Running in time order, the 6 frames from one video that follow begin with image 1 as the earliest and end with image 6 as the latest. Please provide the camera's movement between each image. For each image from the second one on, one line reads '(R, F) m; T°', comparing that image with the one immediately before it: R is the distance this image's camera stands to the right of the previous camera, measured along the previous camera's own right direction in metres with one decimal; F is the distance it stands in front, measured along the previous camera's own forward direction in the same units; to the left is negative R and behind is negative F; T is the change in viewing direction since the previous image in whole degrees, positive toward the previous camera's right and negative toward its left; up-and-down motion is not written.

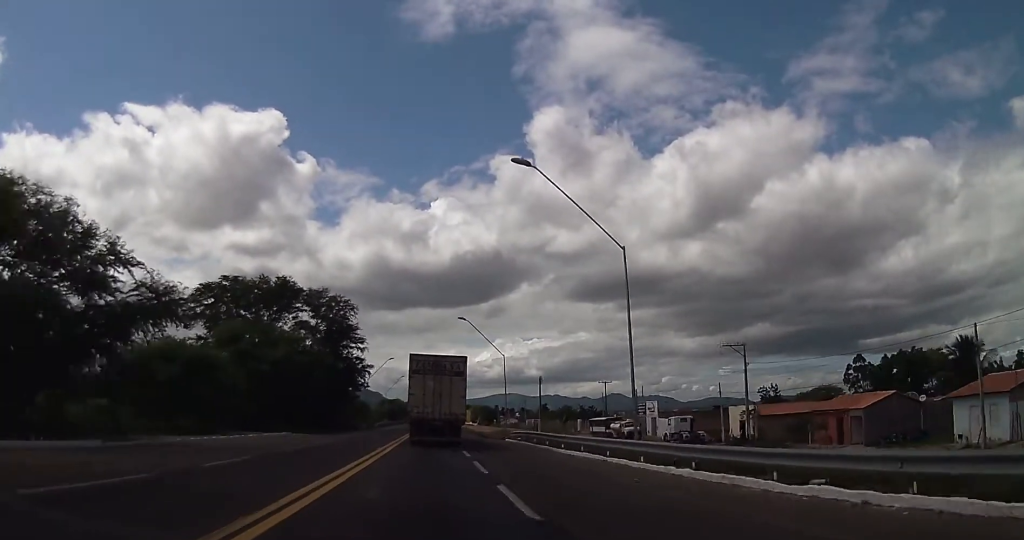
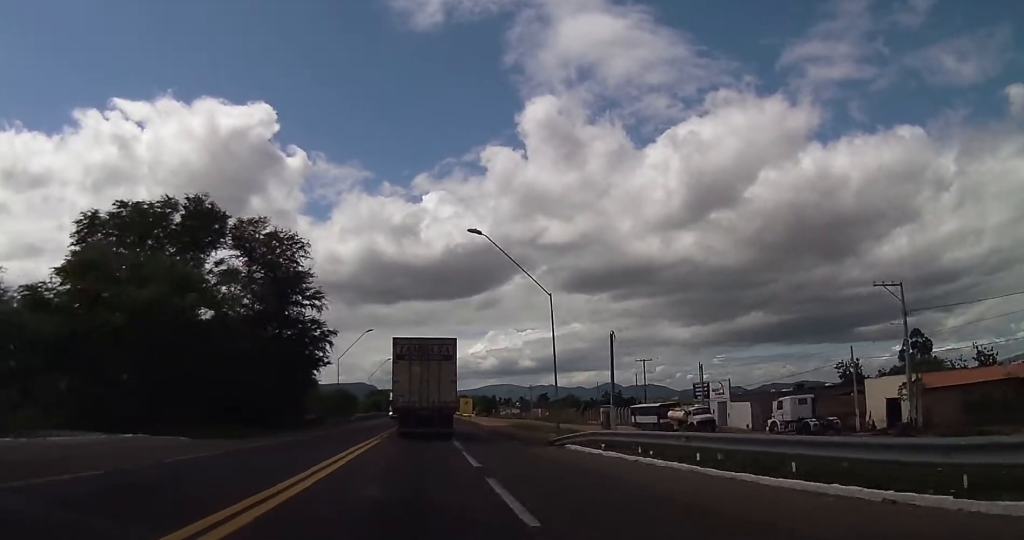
(-0.6, +23.3) m; 0°
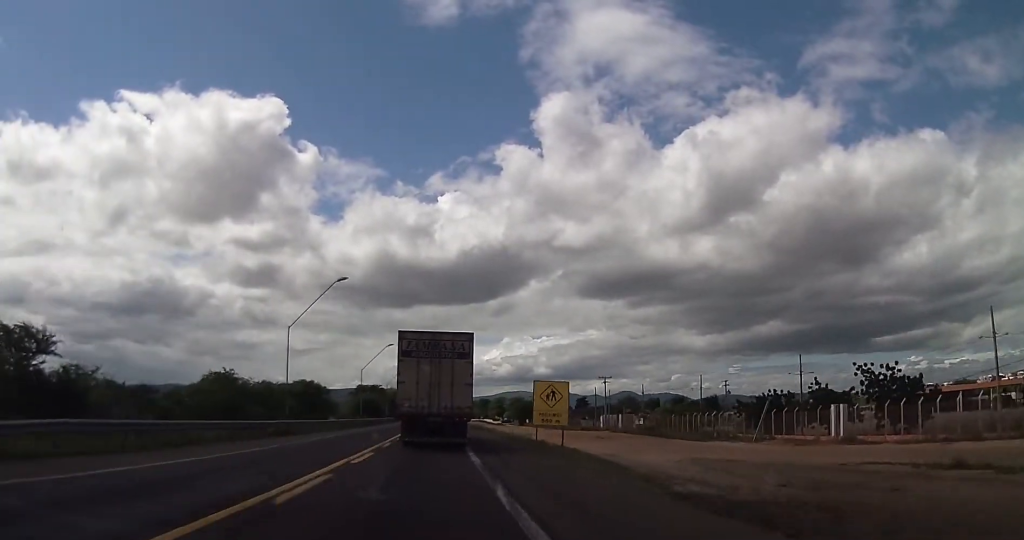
(+1.6, +64.4) m; +1°
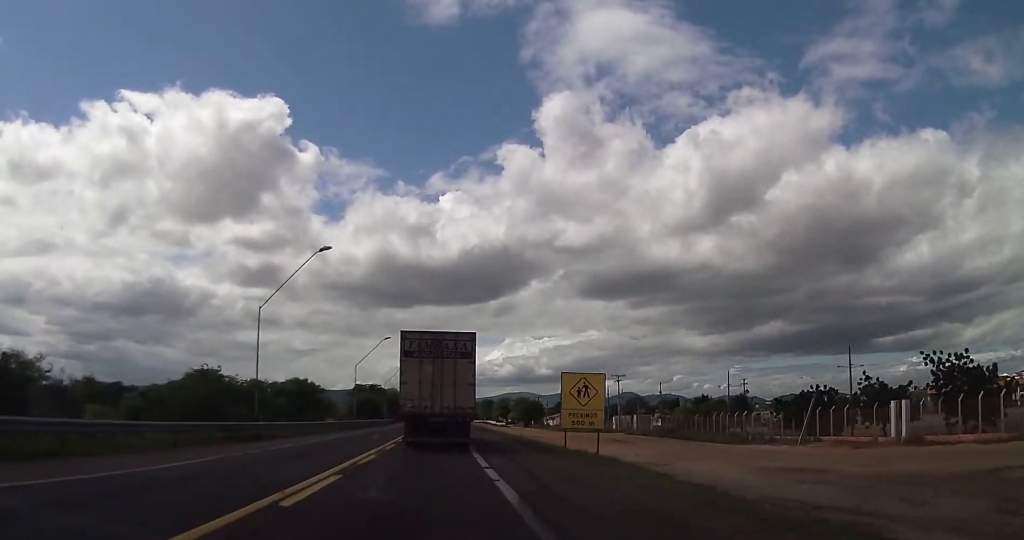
(0.0, +7.9) m; 0°
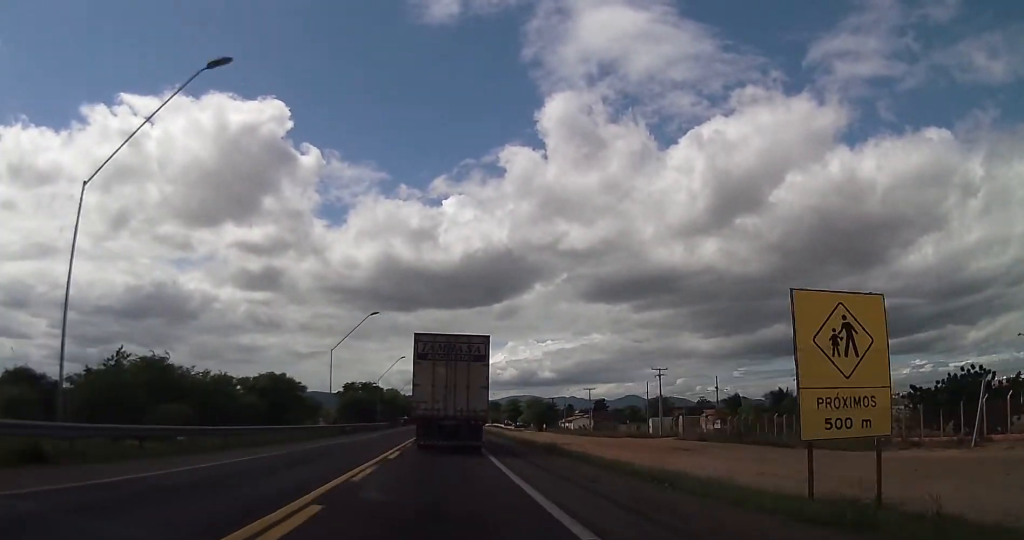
(-0.3, +20.3) m; -1°
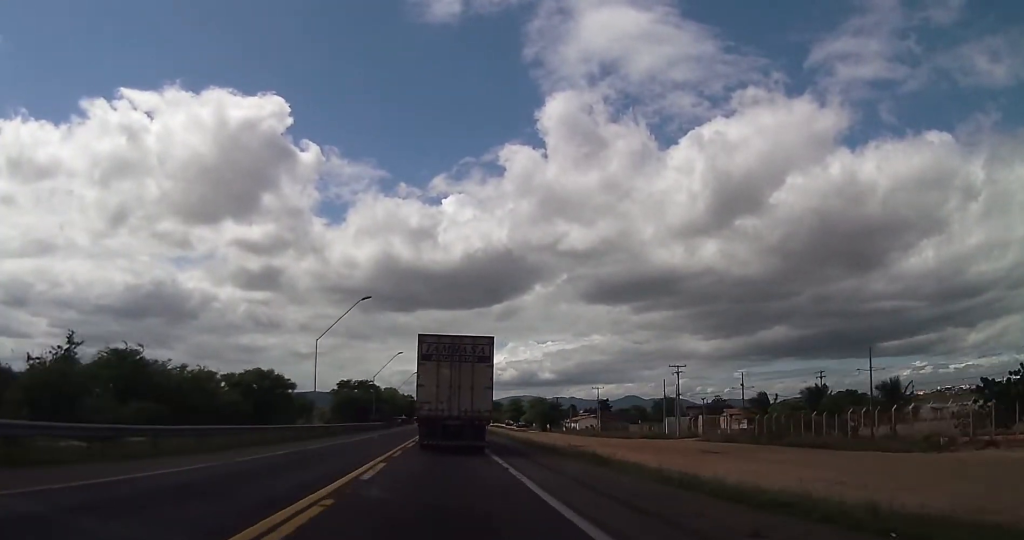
(0.0, +6.5) m; 0°
